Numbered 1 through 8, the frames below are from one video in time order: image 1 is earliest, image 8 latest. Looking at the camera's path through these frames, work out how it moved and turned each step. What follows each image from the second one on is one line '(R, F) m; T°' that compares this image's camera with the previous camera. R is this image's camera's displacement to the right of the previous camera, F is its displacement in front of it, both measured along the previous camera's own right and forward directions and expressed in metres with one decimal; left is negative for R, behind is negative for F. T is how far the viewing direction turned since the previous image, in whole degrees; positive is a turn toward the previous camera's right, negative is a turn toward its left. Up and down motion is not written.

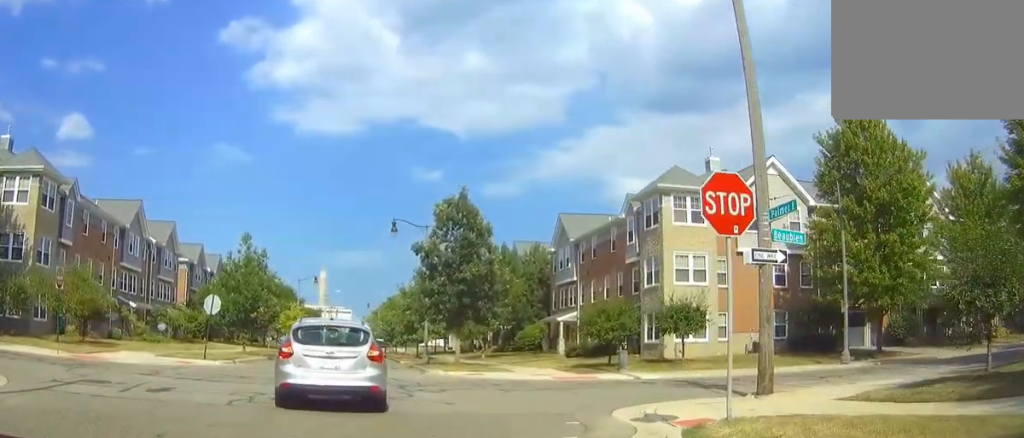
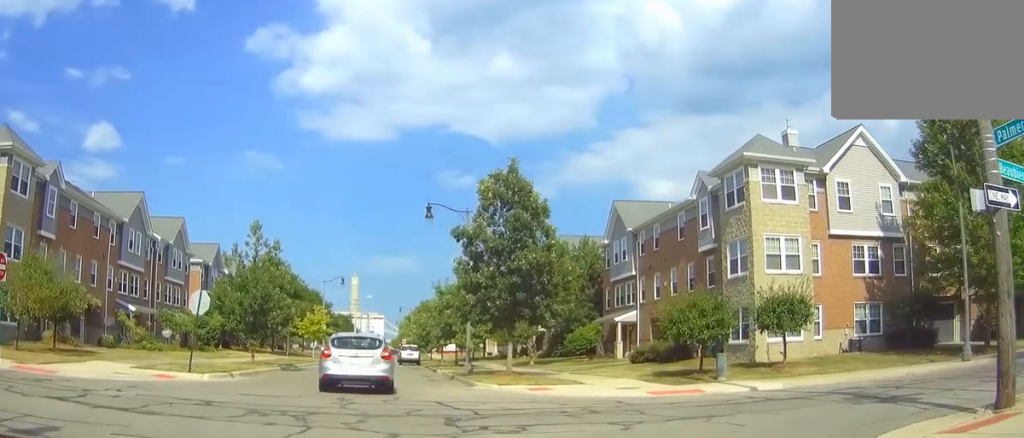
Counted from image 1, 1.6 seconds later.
(-0.2, +6.6) m; -2°
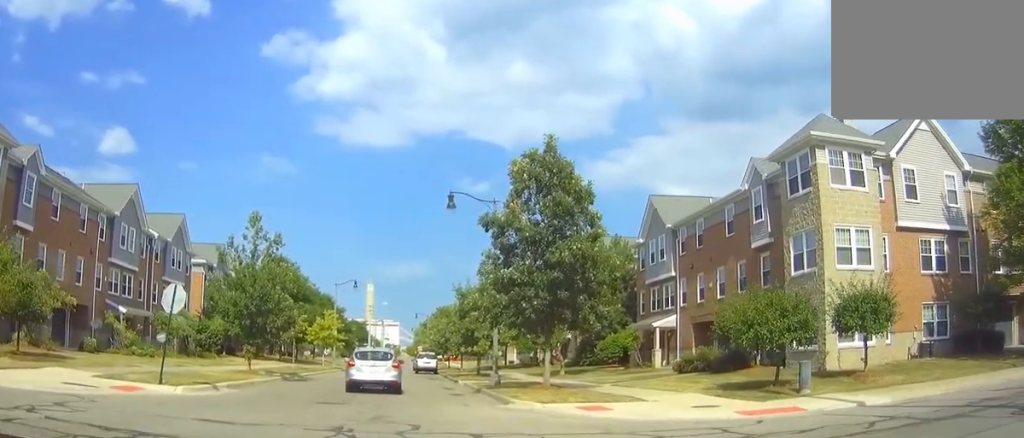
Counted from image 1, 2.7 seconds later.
(0.0, +5.3) m; 0°
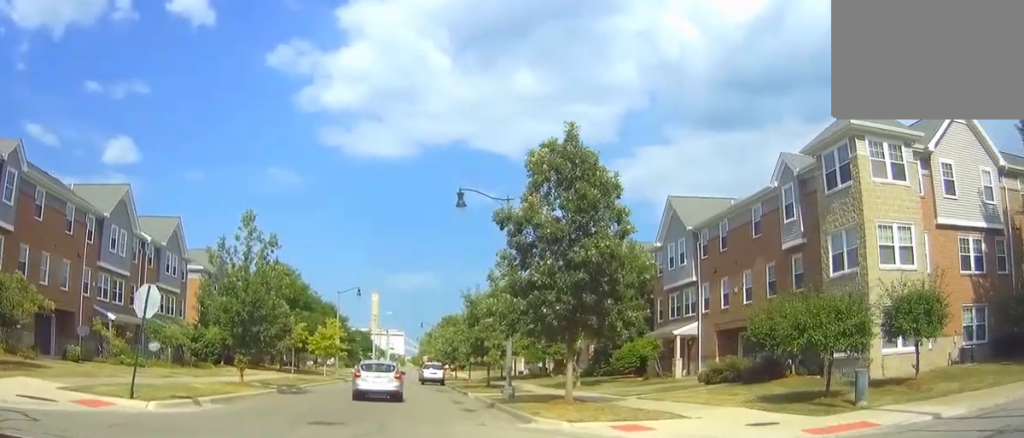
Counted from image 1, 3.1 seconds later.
(0.0, +2.6) m; 0°
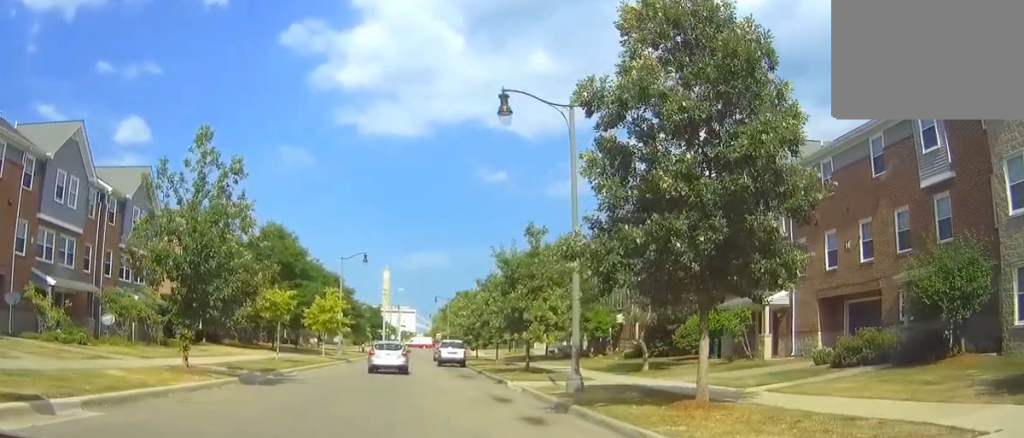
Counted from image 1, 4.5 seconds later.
(-0.1, +9.7) m; -1°
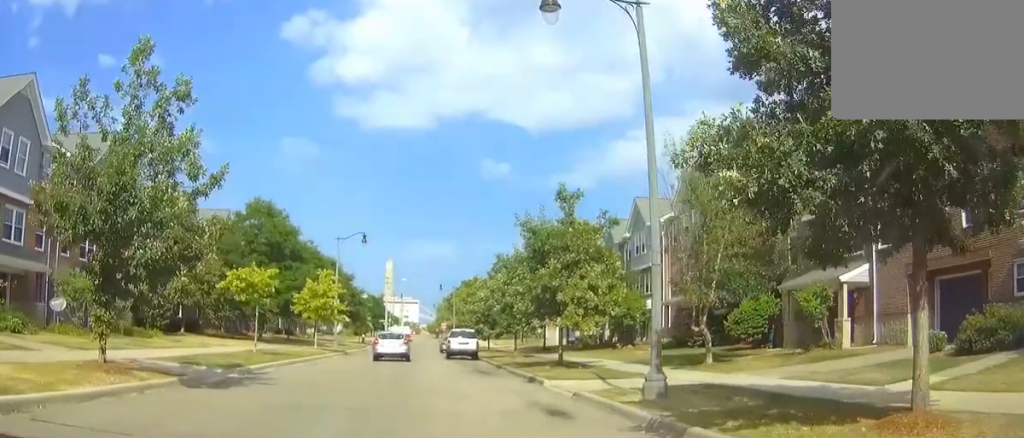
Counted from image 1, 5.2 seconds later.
(0.0, +6.1) m; 0°
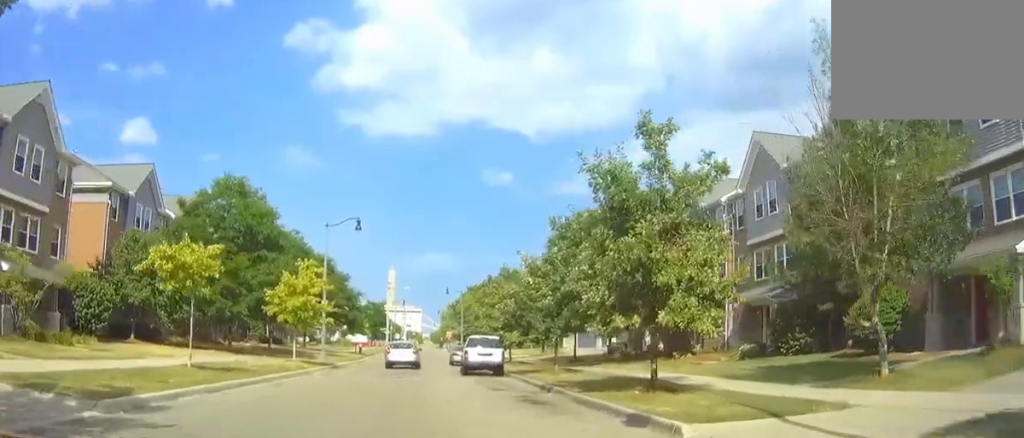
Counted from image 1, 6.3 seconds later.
(0.0, +9.6) m; -1°
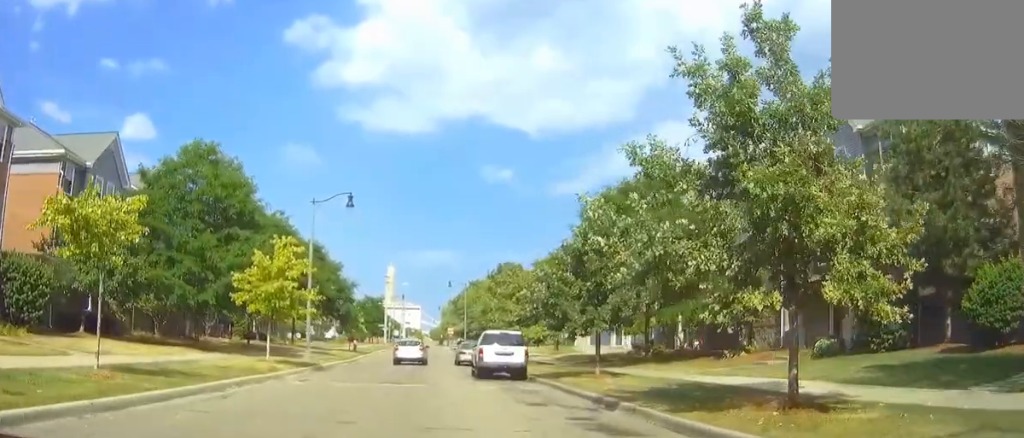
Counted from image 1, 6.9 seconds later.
(-0.1, +6.5) m; 0°
